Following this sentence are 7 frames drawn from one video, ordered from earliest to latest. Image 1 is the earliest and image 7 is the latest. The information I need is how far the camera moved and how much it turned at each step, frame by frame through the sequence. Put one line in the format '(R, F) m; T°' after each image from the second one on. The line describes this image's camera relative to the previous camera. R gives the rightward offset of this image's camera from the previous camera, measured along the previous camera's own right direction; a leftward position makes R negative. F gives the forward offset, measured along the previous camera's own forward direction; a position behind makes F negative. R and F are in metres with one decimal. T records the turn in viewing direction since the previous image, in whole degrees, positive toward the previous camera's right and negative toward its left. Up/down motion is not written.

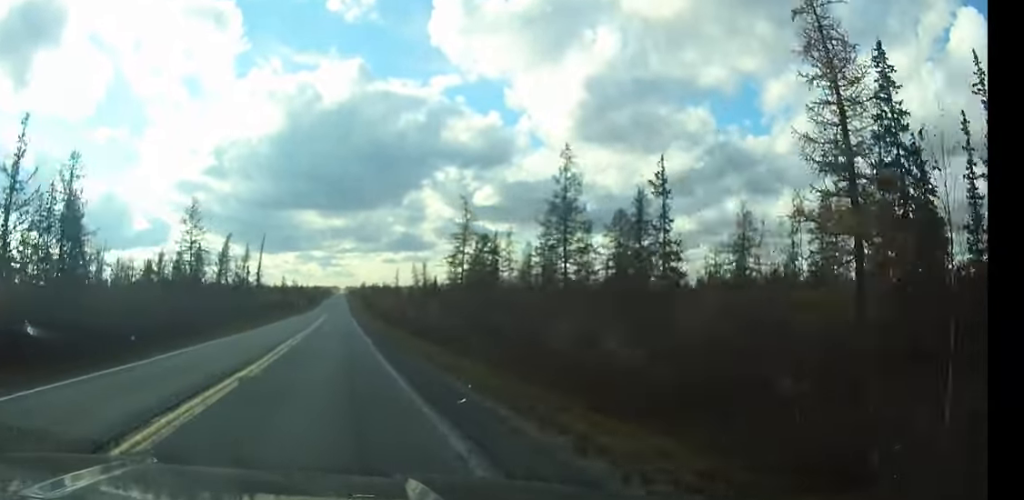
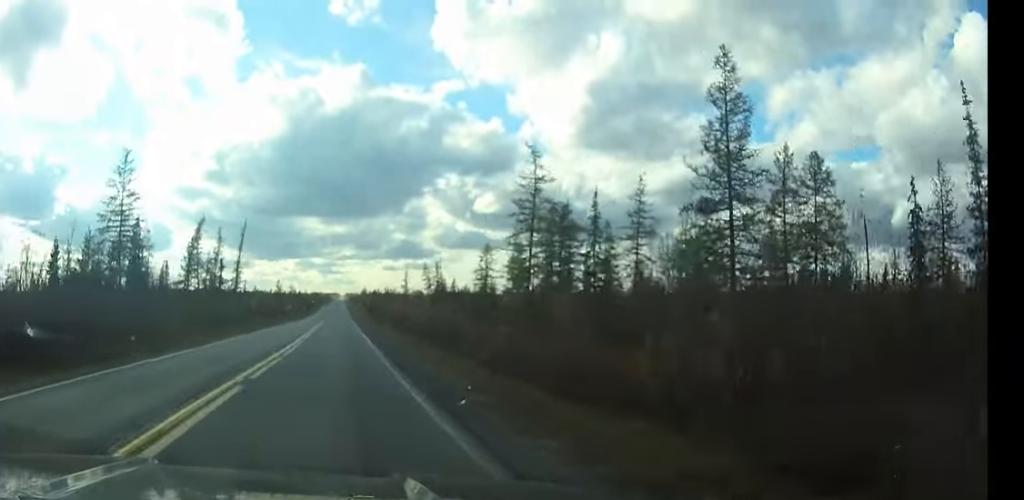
(0.0, +24.1) m; 0°
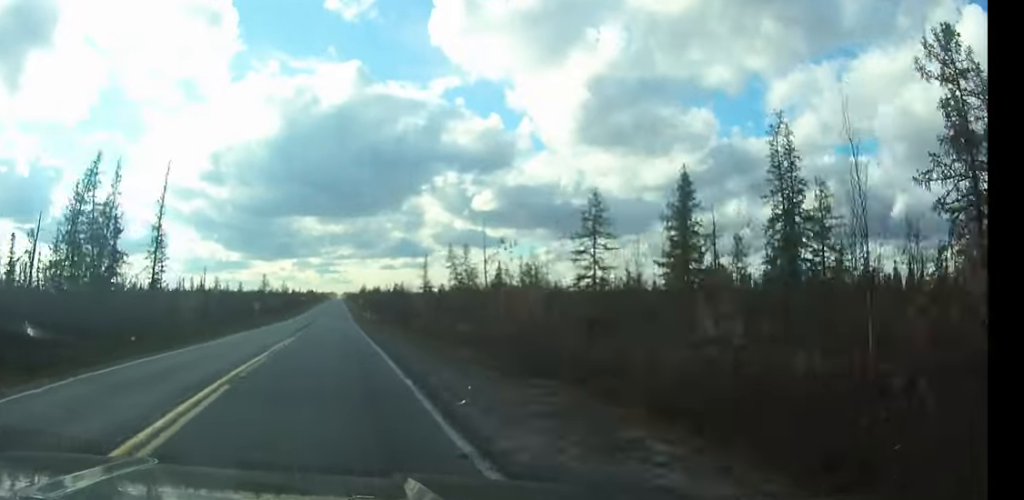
(0.0, +39.3) m; 0°
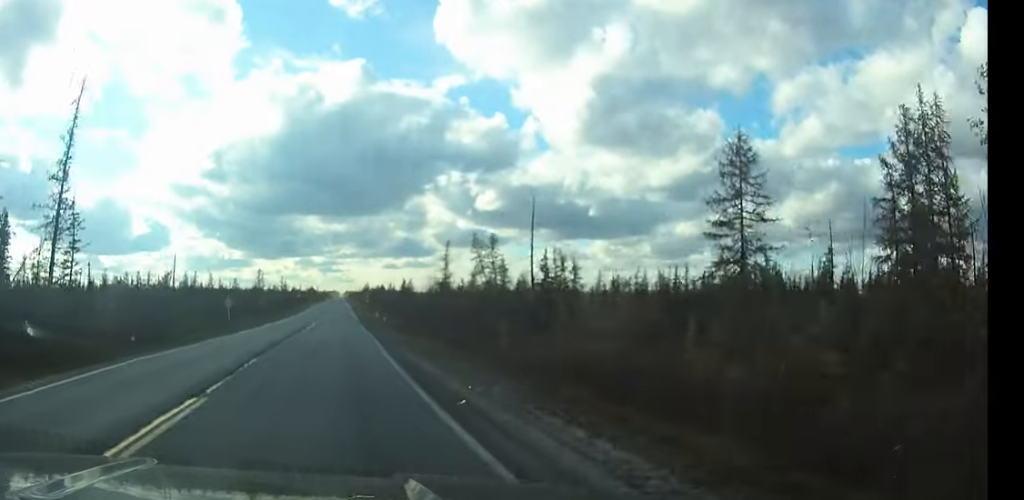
(-0.1, +18.4) m; 0°
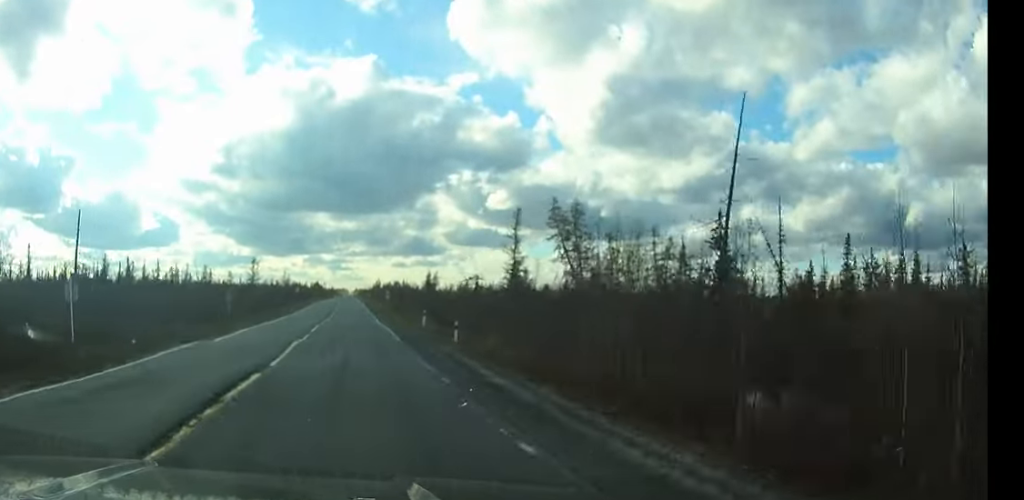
(-0.1, +30.0) m; 0°
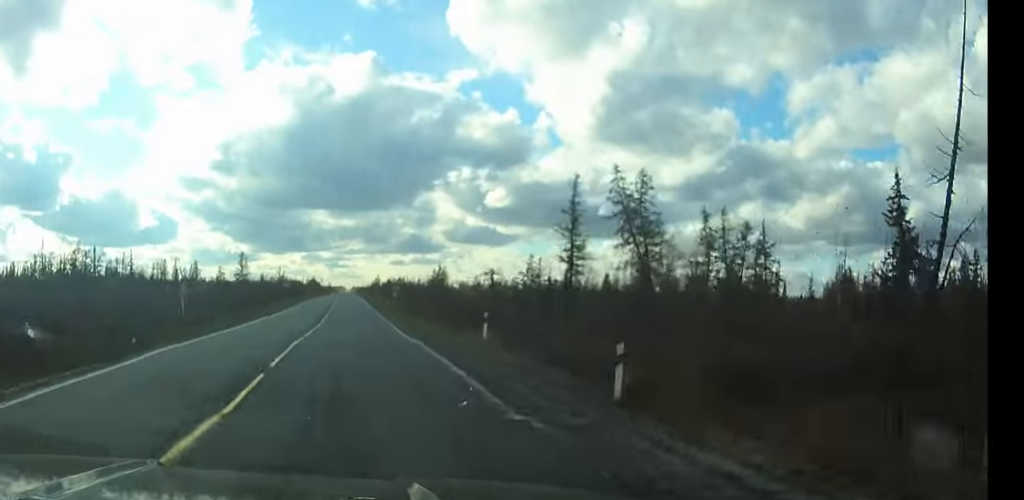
(0.0, +17.2) m; 0°
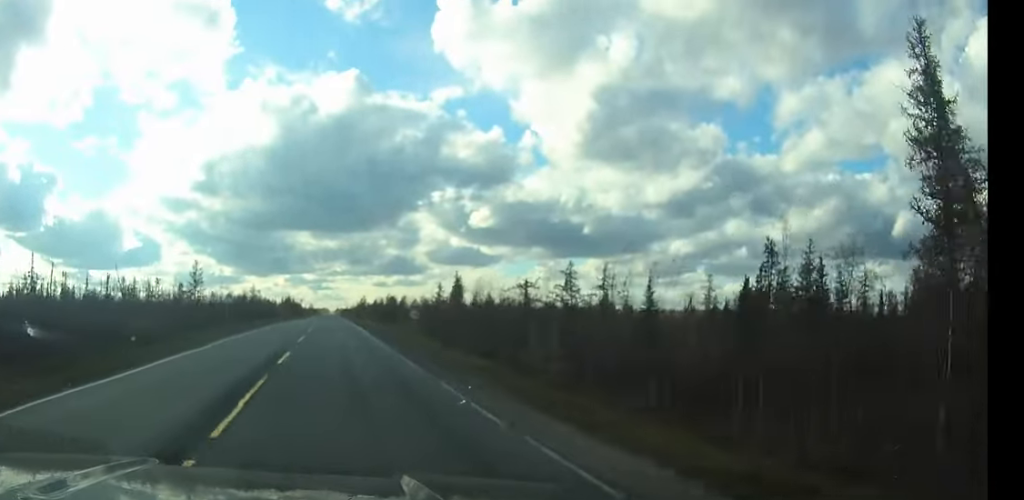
(+0.3, +36.6) m; 0°
